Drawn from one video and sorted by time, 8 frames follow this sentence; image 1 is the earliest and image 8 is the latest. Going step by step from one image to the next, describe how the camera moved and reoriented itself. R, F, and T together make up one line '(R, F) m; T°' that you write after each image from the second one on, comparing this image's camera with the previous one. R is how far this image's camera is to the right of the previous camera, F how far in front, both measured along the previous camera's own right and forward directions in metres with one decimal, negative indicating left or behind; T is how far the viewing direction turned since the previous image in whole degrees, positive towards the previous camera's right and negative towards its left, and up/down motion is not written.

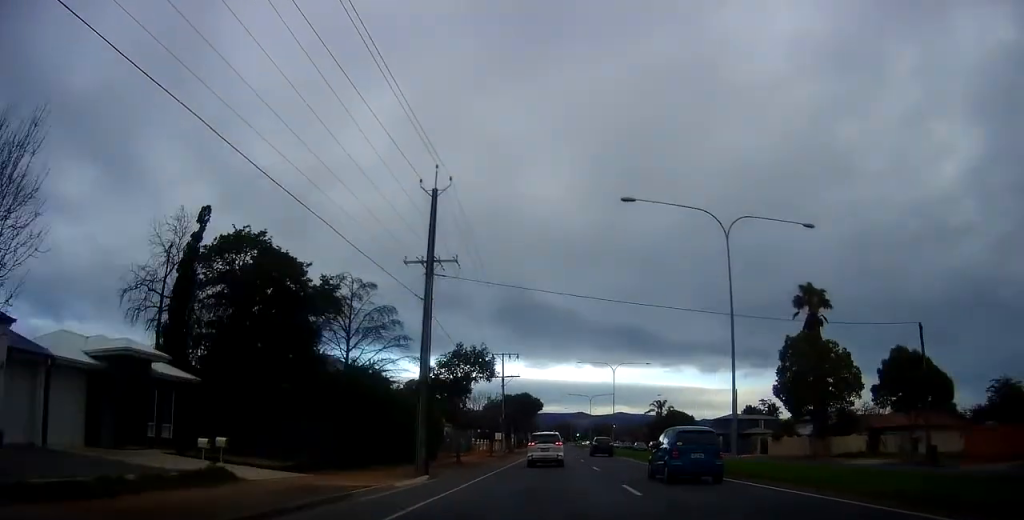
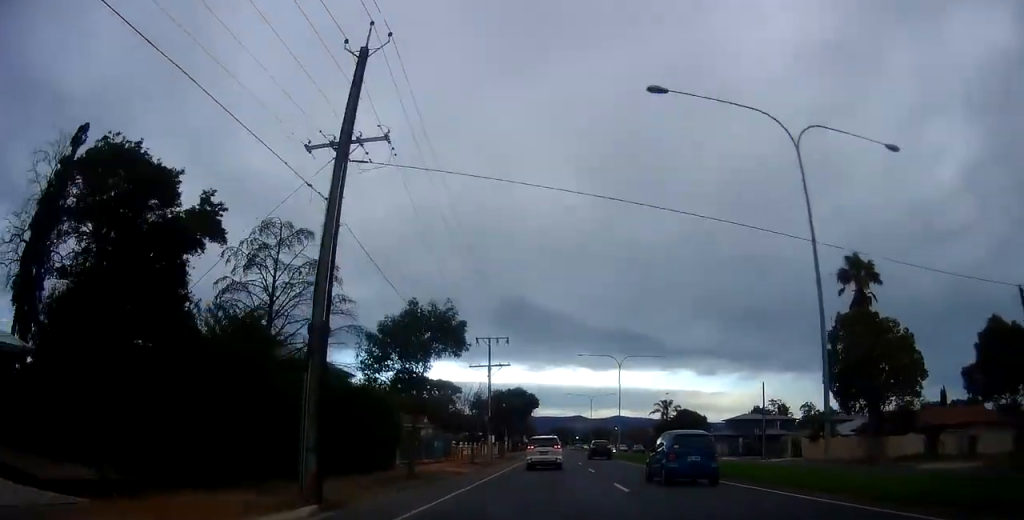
(0.0, +10.0) m; -1°
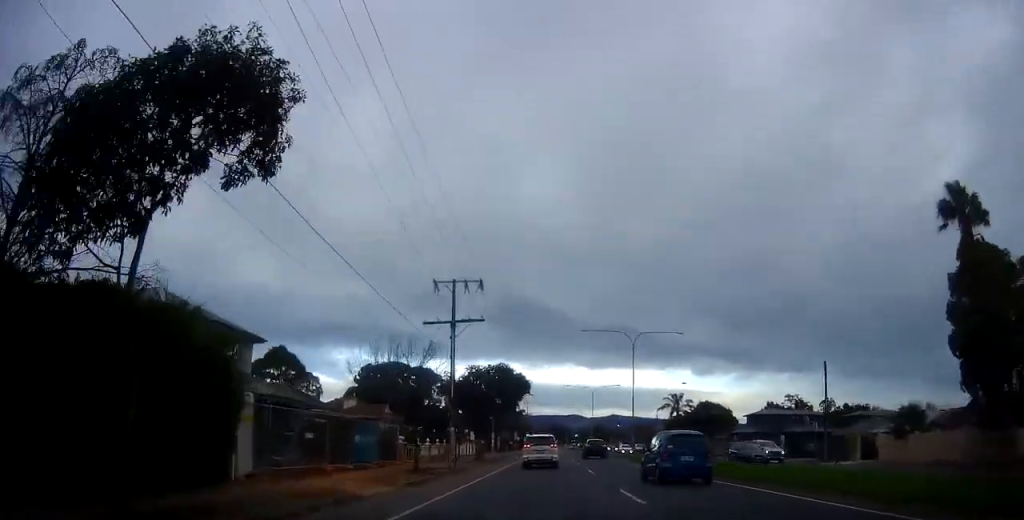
(-0.3, +15.1) m; +1°
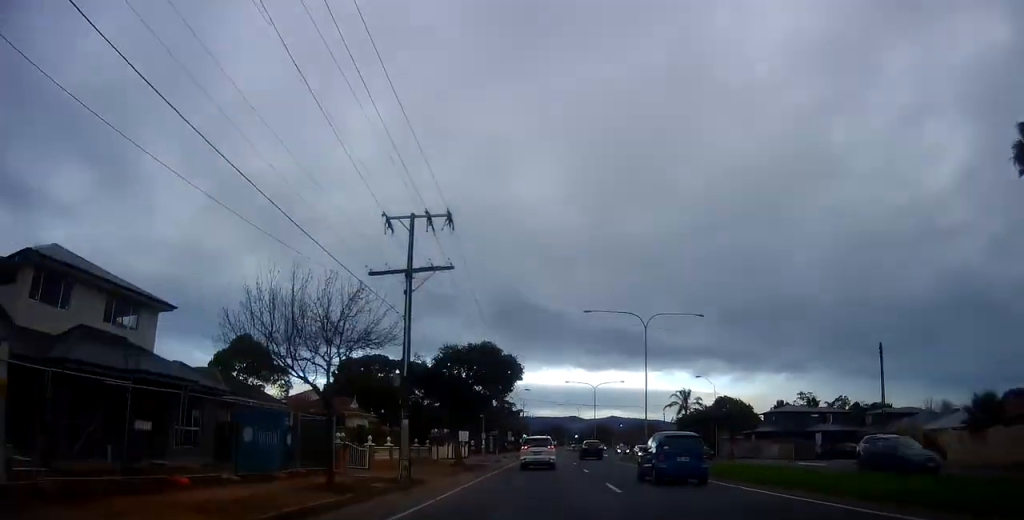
(+0.2, +8.8) m; +1°
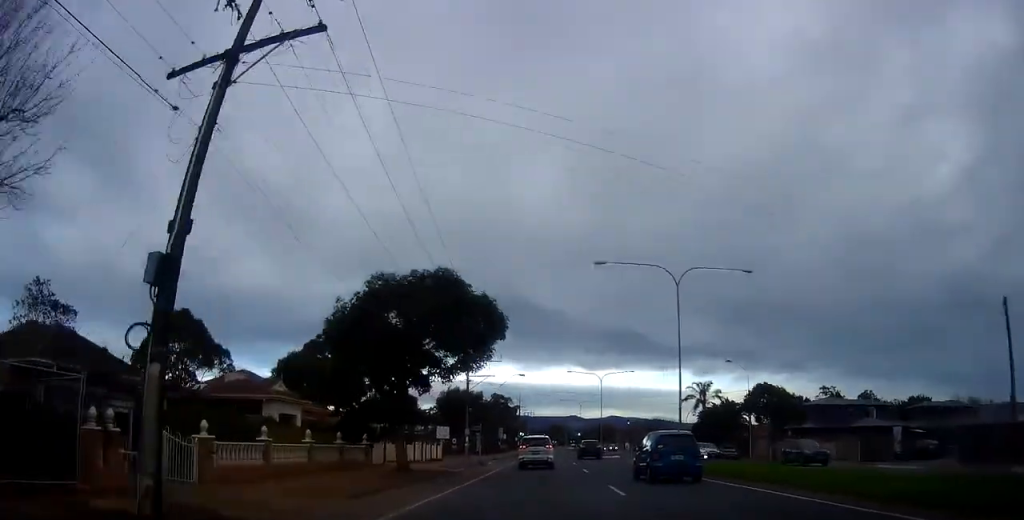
(+0.3, +13.0) m; +1°
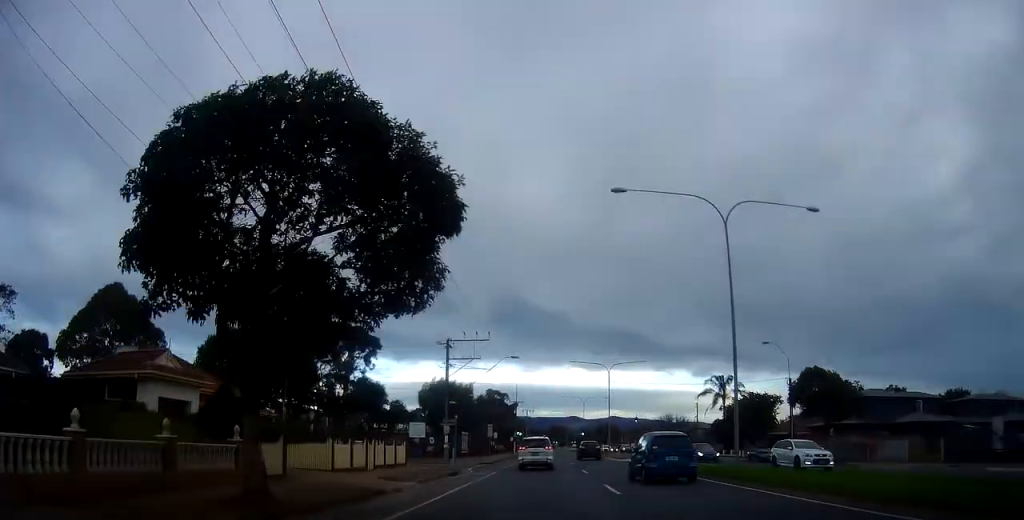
(+0.1, +11.0) m; -2°
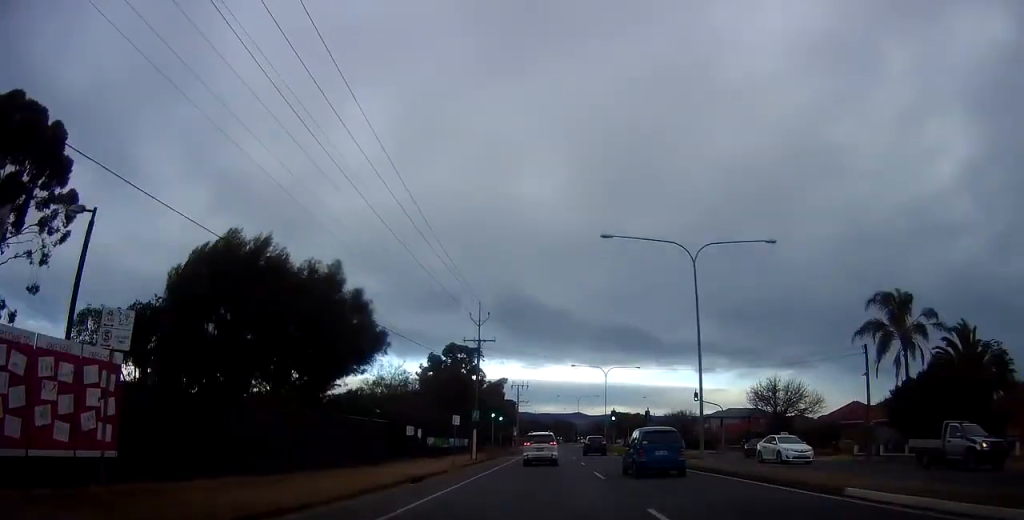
(-0.5, +47.0) m; 0°
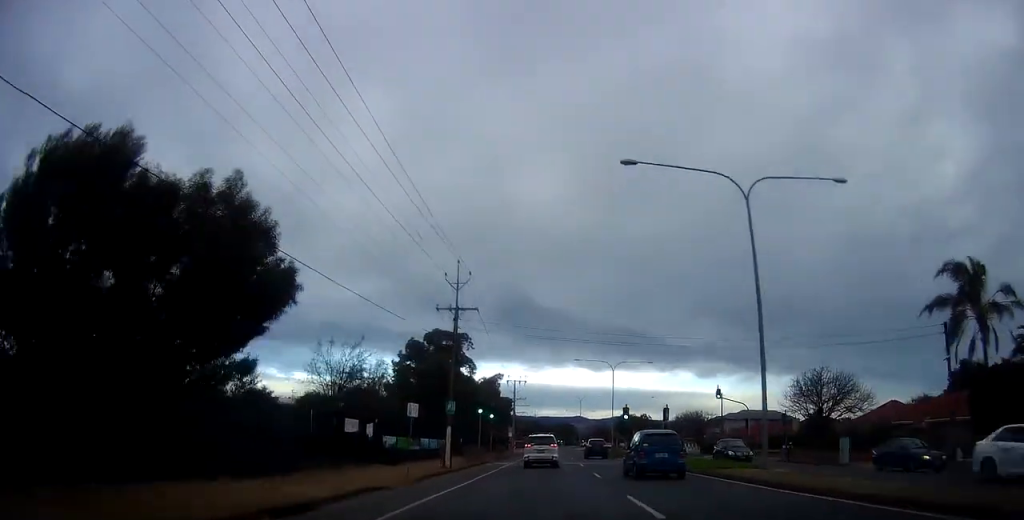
(+0.3, +9.6) m; +1°
